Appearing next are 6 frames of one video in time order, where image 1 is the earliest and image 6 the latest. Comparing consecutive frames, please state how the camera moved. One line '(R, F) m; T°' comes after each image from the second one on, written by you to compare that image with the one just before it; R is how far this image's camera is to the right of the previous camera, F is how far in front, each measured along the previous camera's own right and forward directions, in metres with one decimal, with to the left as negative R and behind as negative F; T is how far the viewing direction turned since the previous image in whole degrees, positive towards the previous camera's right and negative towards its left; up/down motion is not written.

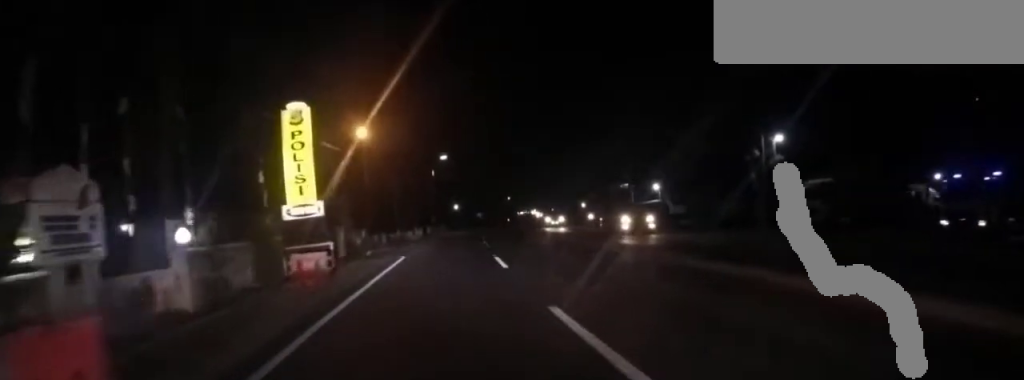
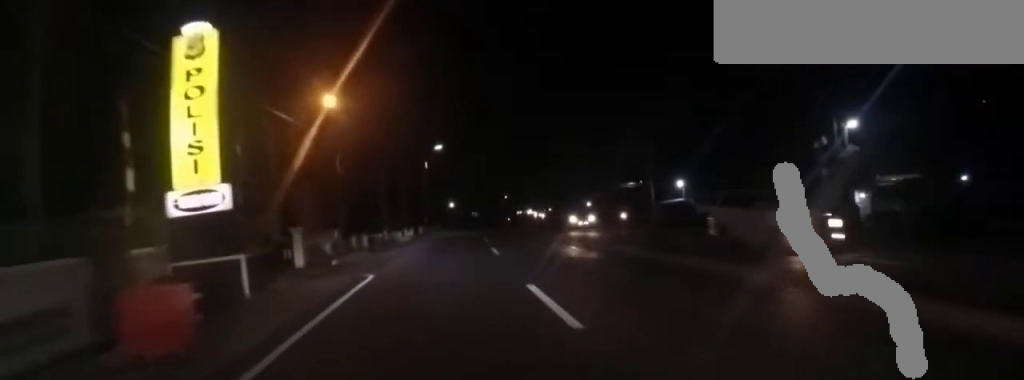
(0.0, +5.9) m; 0°
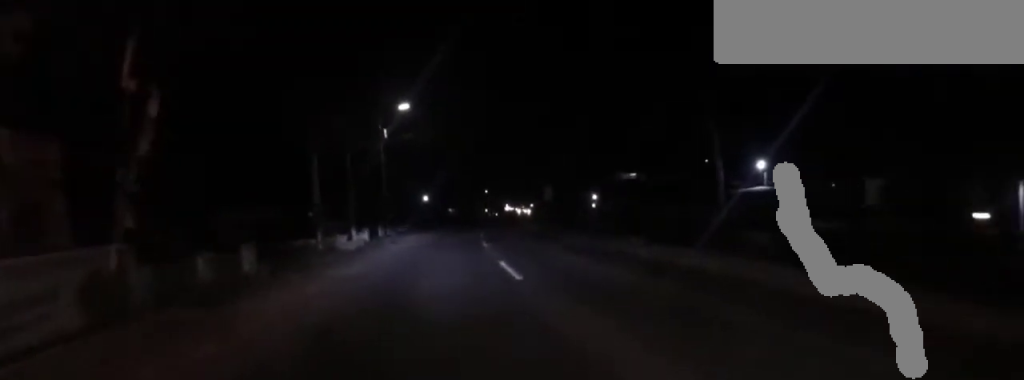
(0.0, +15.1) m; +6°
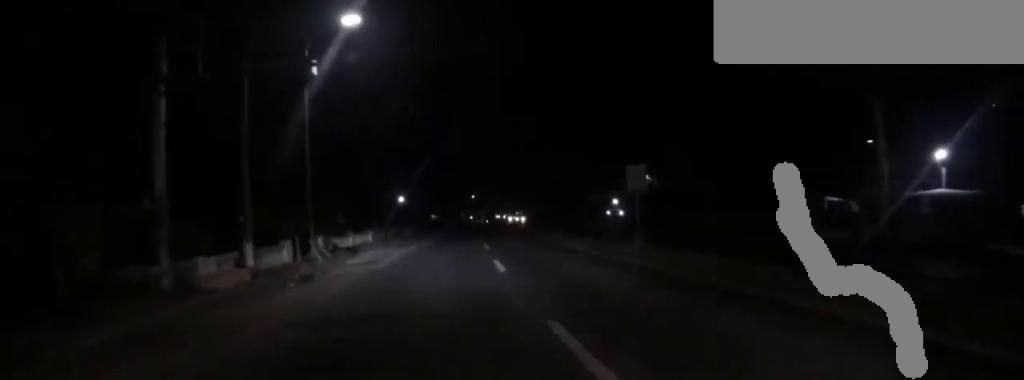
(+1.4, +14.4) m; +1°
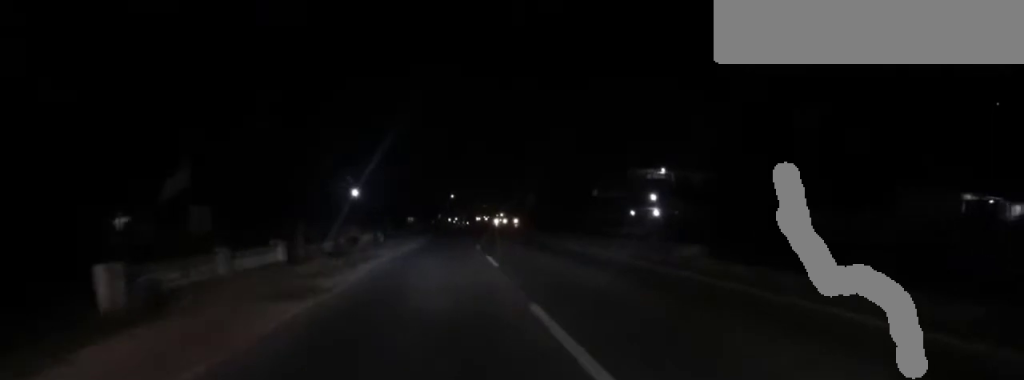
(-0.9, +15.8) m; 0°
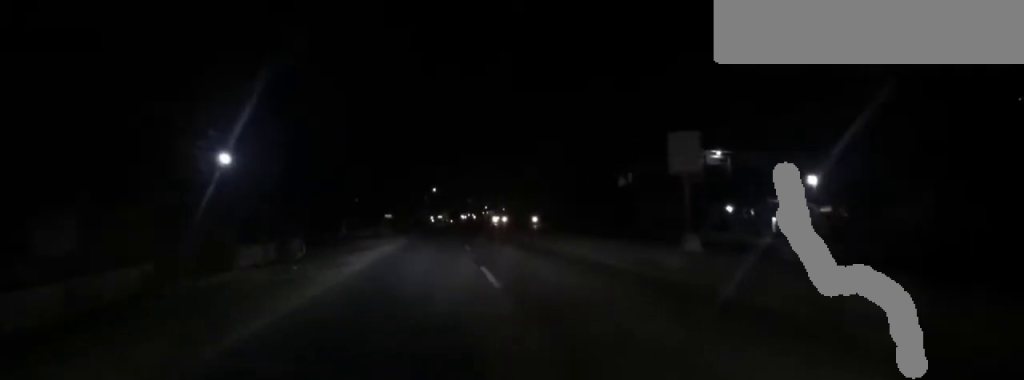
(-0.3, +21.7) m; -1°
